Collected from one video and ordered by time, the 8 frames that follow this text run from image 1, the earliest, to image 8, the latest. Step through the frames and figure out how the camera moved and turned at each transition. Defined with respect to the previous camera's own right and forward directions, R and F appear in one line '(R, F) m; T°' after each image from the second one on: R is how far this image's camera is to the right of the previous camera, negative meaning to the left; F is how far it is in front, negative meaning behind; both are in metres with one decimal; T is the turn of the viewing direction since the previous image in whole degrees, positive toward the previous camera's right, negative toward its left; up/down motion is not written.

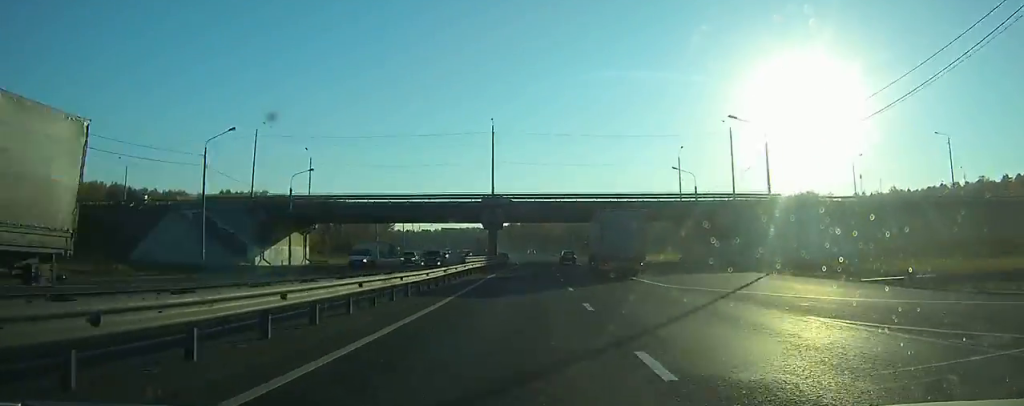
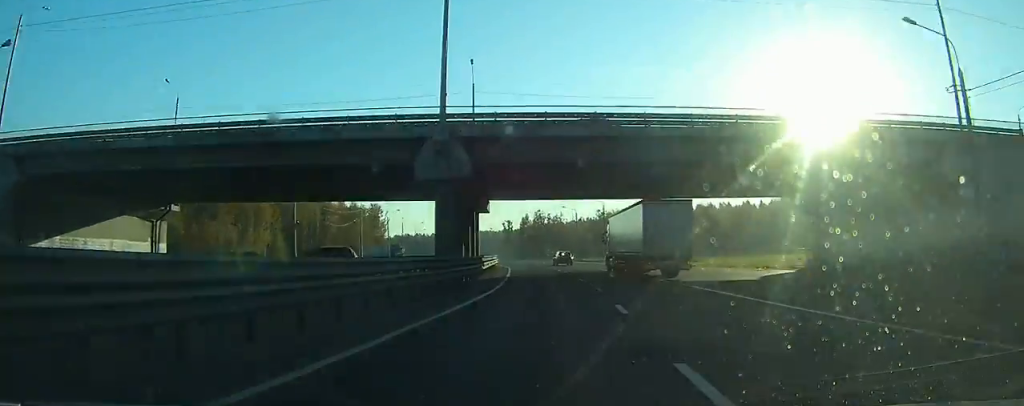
(-0.5, +41.5) m; -1°
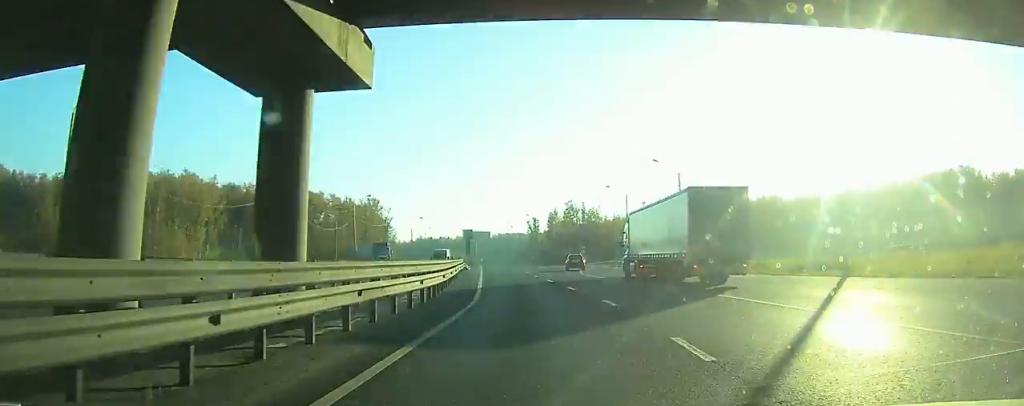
(-0.5, +38.3) m; -3°
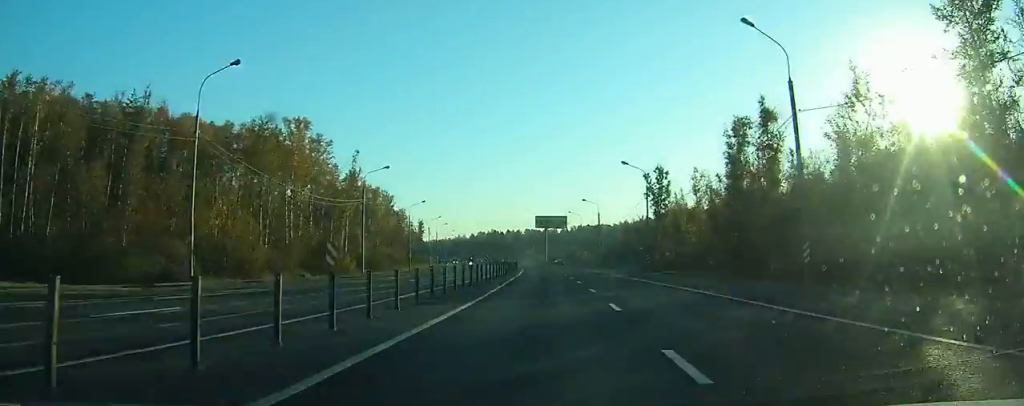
(-10.7, +107.3) m; -8°
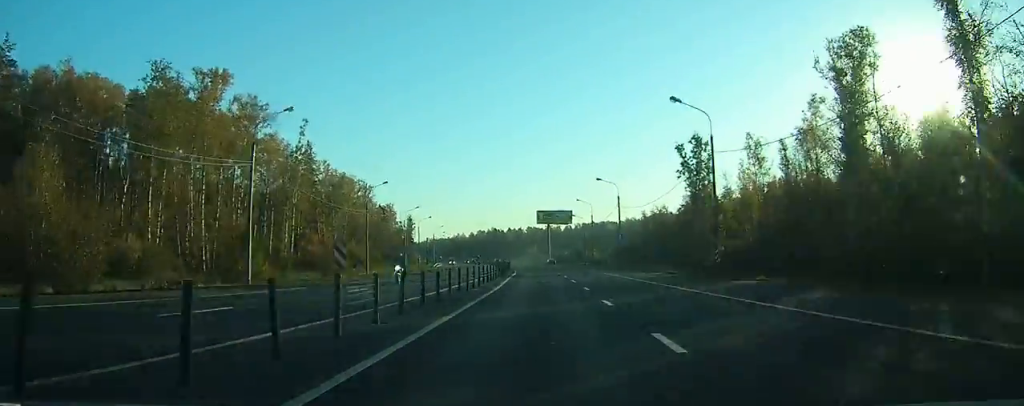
(0.0, +22.6) m; 0°
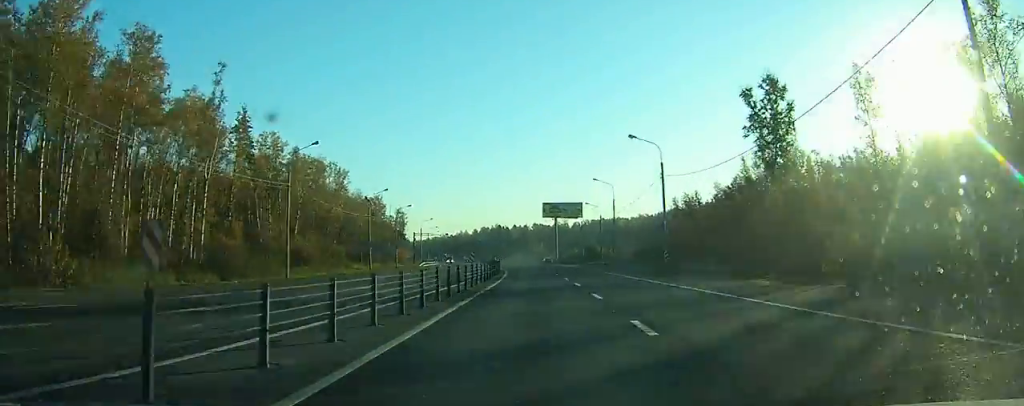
(-0.1, +22.8) m; -1°
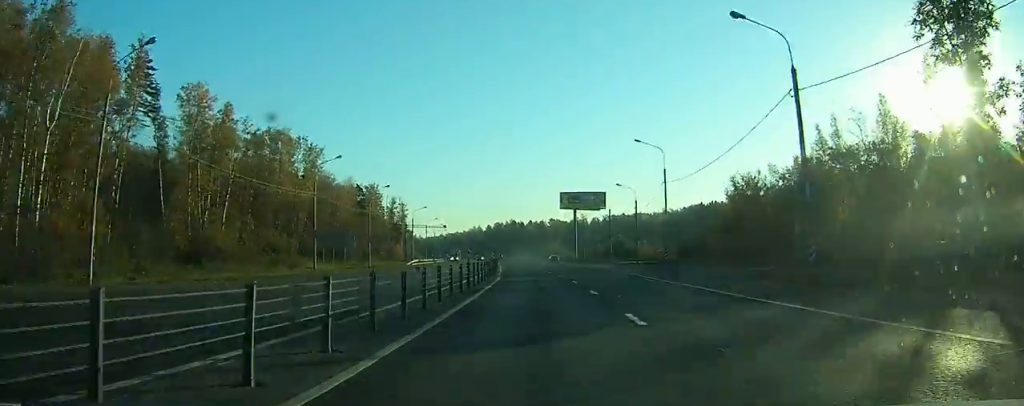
(0.0, +23.0) m; -1°
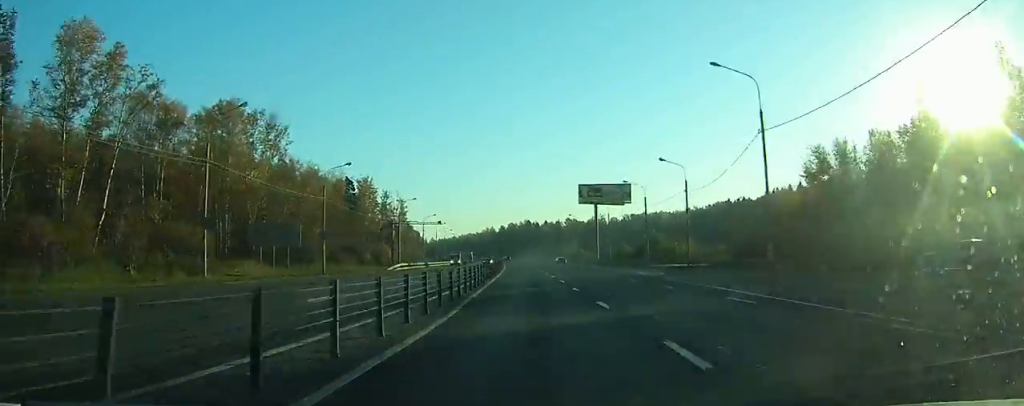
(-0.2, +20.3) m; -1°
